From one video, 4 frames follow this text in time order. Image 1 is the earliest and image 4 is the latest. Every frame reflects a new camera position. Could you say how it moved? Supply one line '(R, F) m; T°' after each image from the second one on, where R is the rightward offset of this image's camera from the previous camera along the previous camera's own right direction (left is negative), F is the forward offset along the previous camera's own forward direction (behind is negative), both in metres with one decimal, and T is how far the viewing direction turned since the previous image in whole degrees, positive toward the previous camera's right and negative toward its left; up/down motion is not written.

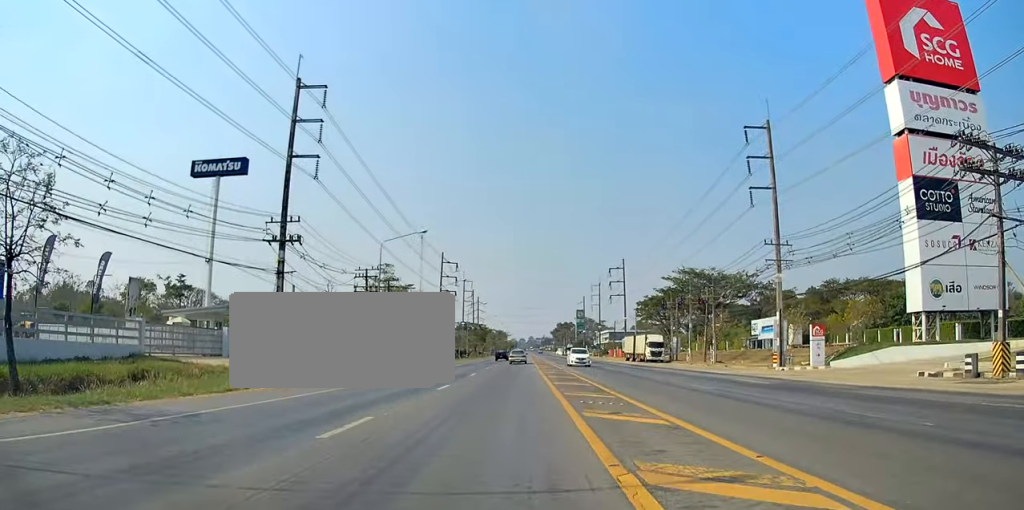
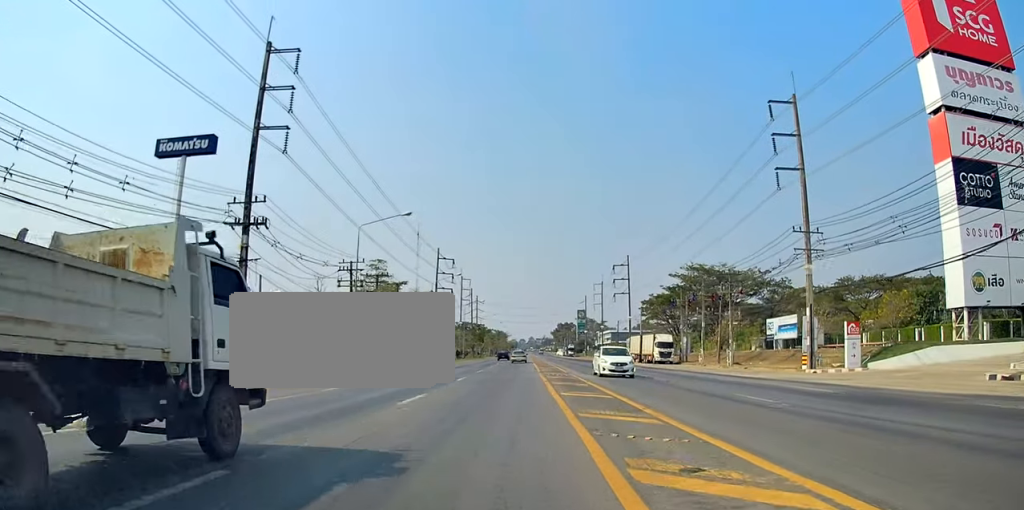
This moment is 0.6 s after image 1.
(-0.2, +7.8) m; -1°
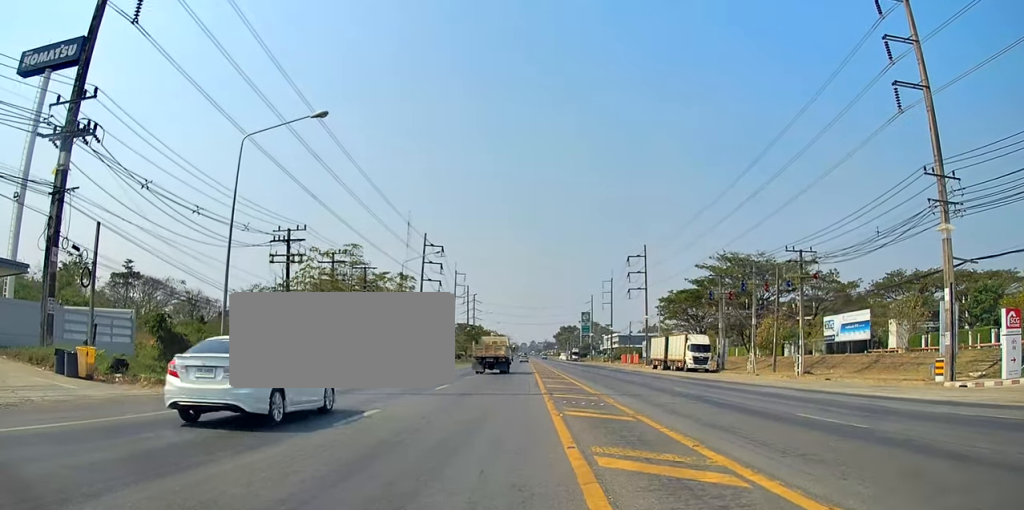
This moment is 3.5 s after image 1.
(-0.5, +30.4) m; +2°
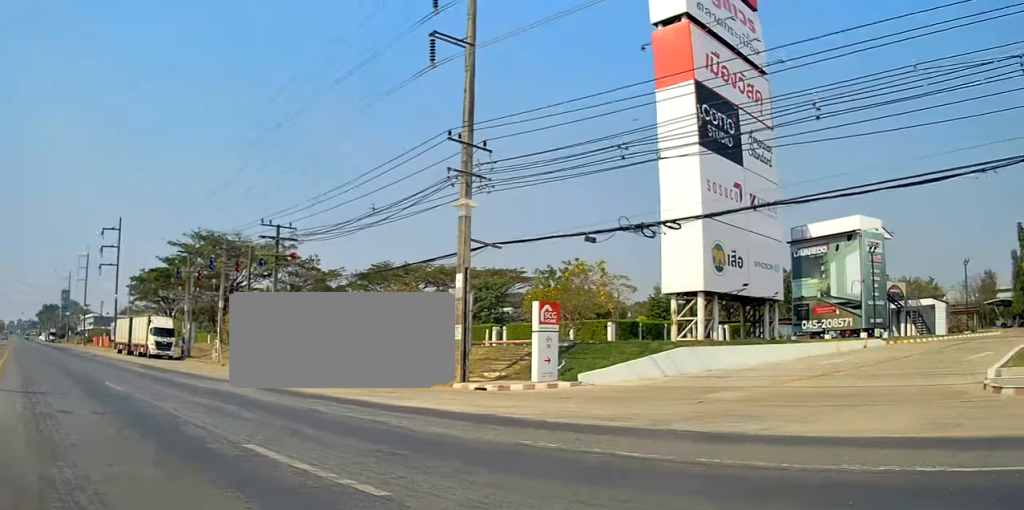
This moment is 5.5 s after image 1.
(+2.7, +10.2) m; +53°
